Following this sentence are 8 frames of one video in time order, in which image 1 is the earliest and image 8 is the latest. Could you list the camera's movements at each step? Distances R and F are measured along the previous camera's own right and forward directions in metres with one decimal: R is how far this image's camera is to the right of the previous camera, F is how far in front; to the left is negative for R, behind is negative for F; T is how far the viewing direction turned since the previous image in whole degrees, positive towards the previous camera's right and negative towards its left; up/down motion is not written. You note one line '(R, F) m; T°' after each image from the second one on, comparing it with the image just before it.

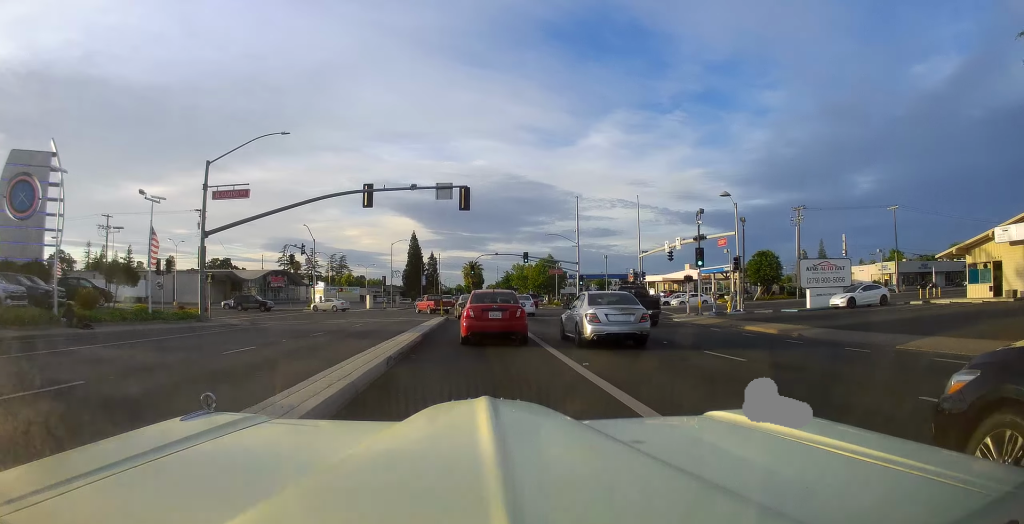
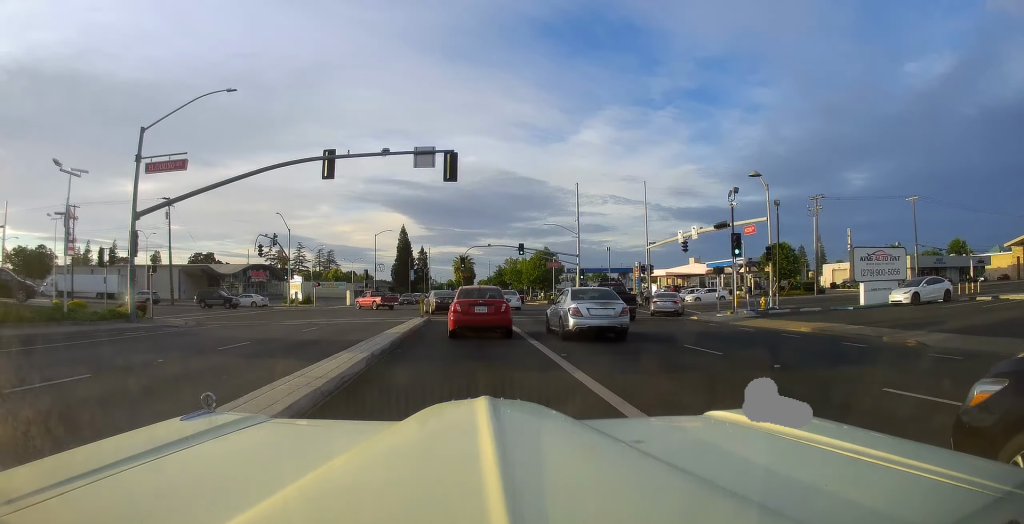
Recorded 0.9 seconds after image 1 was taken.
(0.0, +6.5) m; 0°
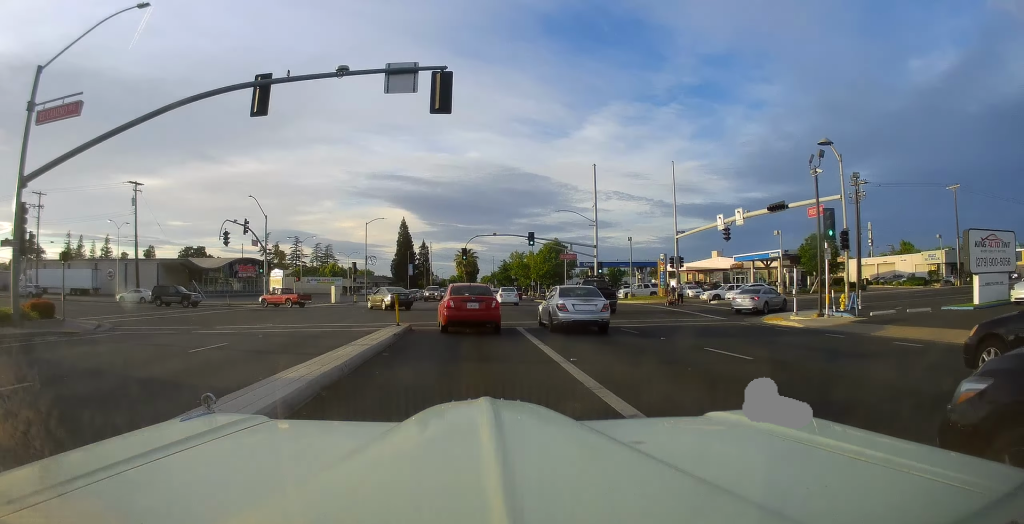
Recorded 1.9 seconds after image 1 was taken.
(0.0, +9.0) m; +4°
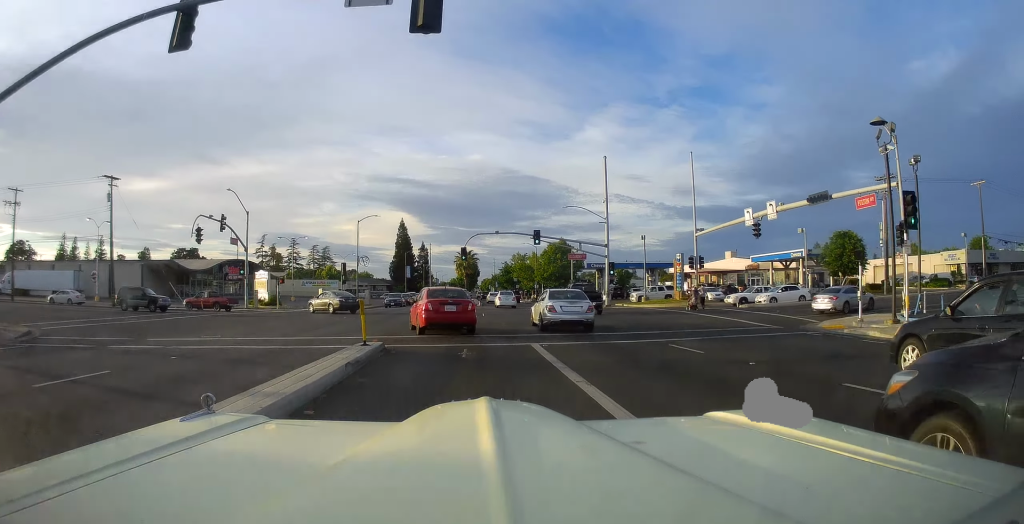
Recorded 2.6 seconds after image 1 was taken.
(+0.2, +5.4) m; 0°
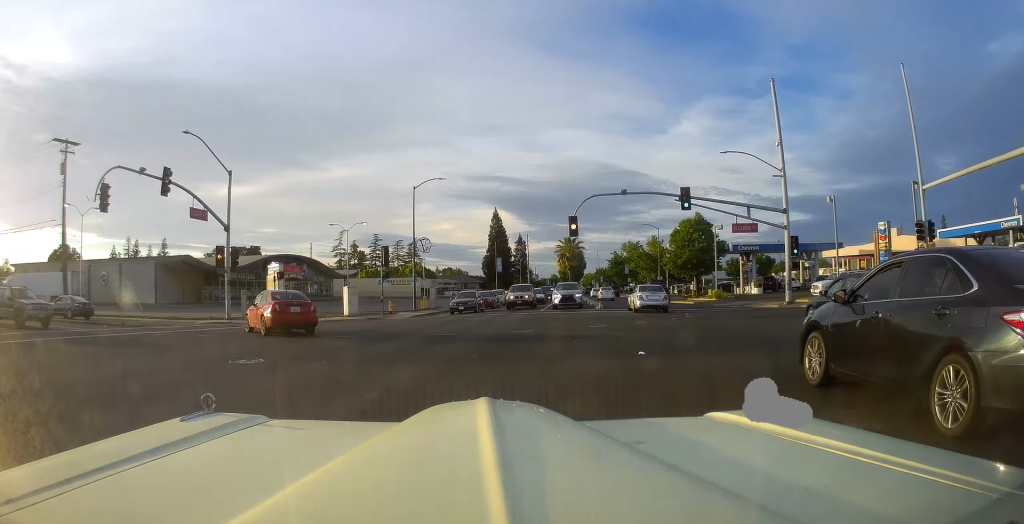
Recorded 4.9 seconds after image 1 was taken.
(-2.6, +20.3) m; -17°
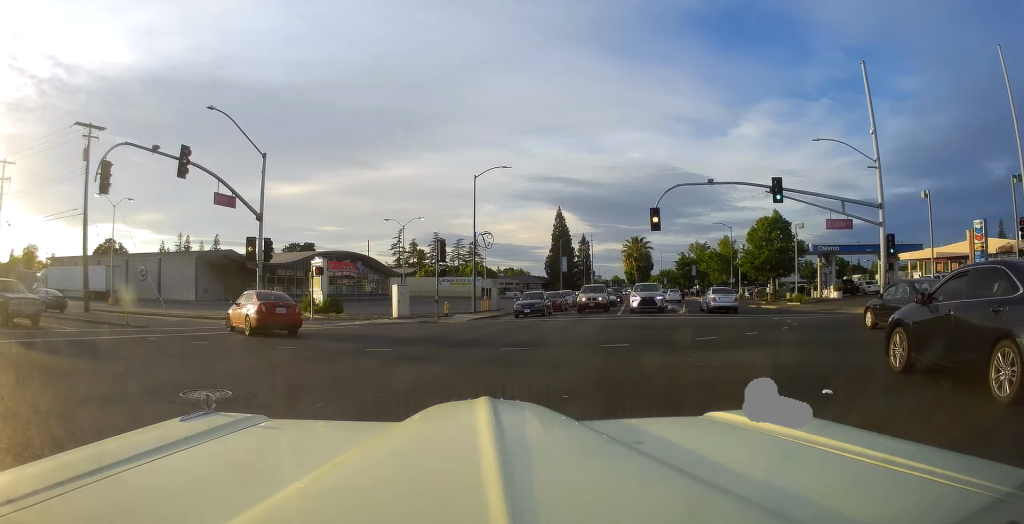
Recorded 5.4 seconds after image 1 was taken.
(+0.1, +4.1) m; -5°
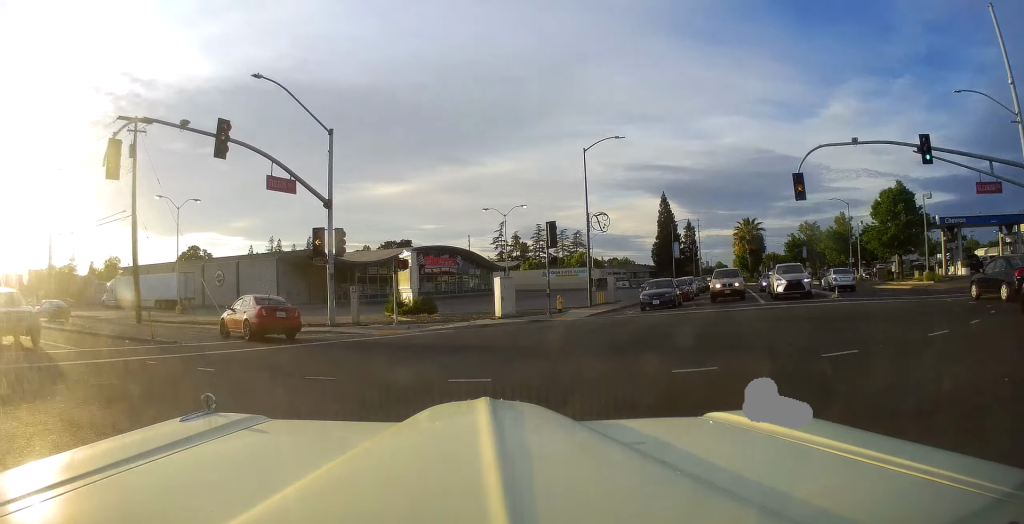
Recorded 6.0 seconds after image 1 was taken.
(-0.4, +5.1) m; -12°
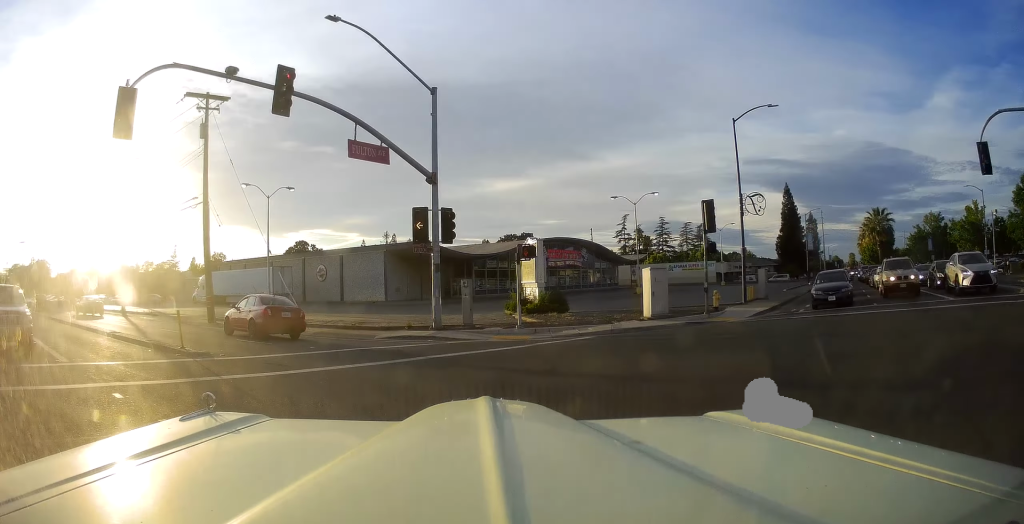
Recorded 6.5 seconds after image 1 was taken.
(-0.5, +4.9) m; -11°
